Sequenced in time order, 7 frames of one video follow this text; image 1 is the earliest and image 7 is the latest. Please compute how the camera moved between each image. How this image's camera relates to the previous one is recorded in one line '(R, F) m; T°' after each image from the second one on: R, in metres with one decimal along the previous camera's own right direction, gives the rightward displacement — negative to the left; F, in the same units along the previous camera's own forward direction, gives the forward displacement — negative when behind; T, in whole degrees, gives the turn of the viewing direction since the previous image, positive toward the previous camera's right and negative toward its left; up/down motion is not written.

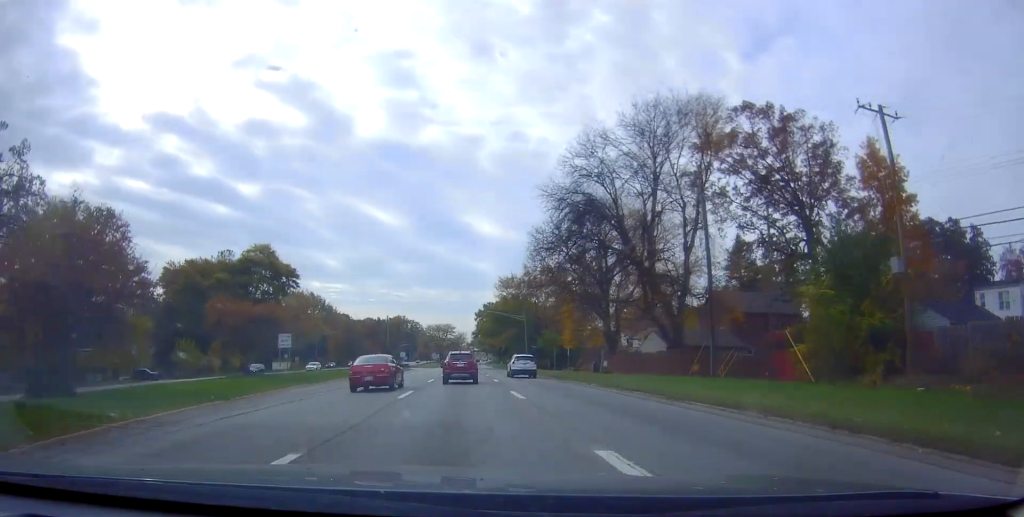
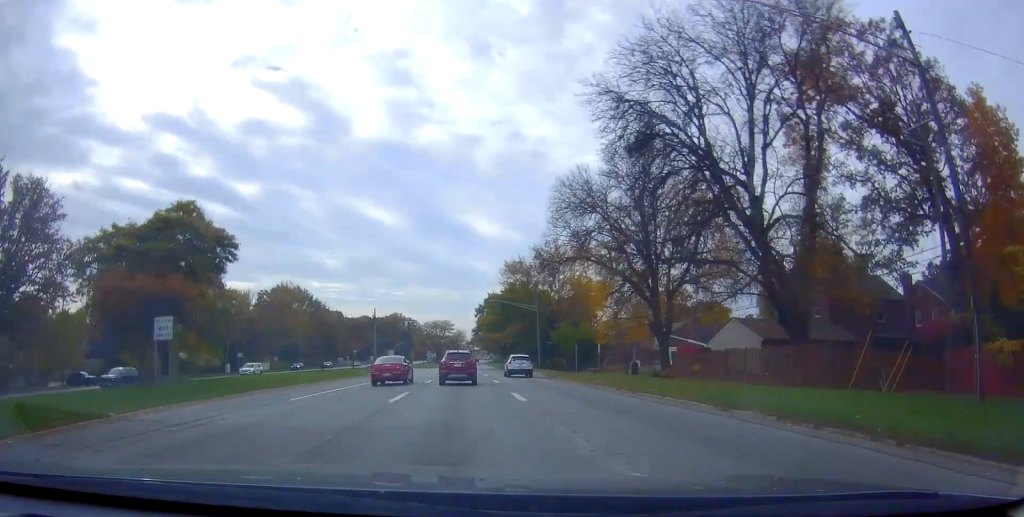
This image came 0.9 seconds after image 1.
(+0.2, +16.3) m; +1°
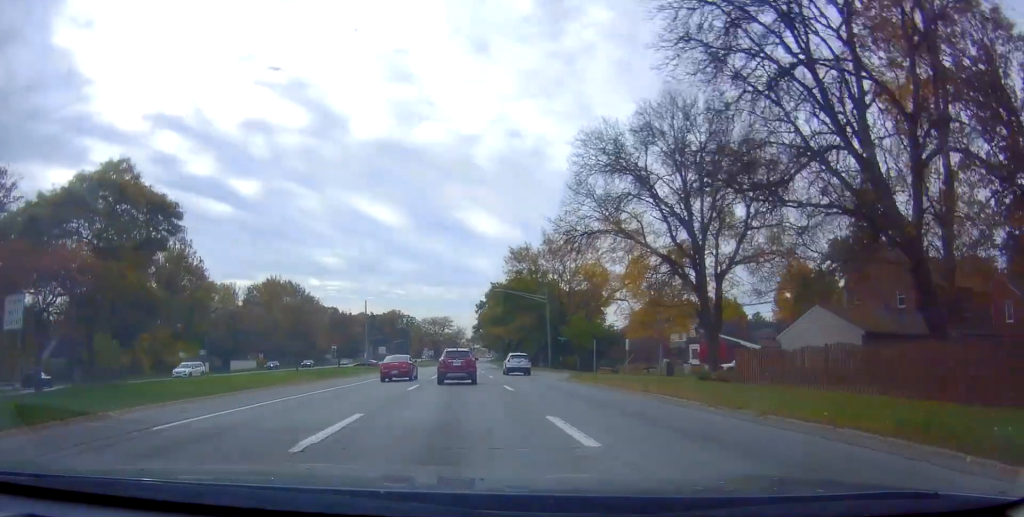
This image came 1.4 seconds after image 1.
(-0.2, +9.4) m; 0°
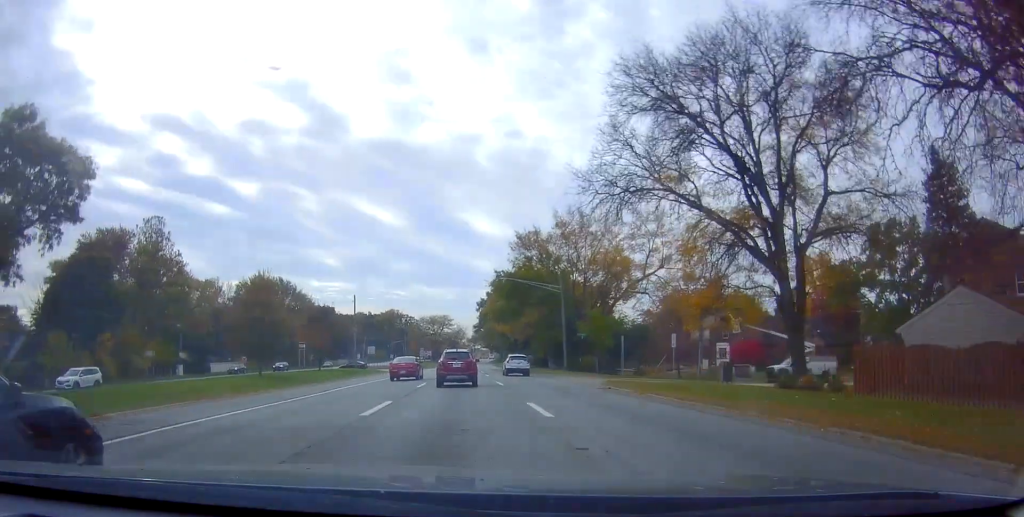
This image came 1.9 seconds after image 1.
(+0.1, +9.9) m; +1°
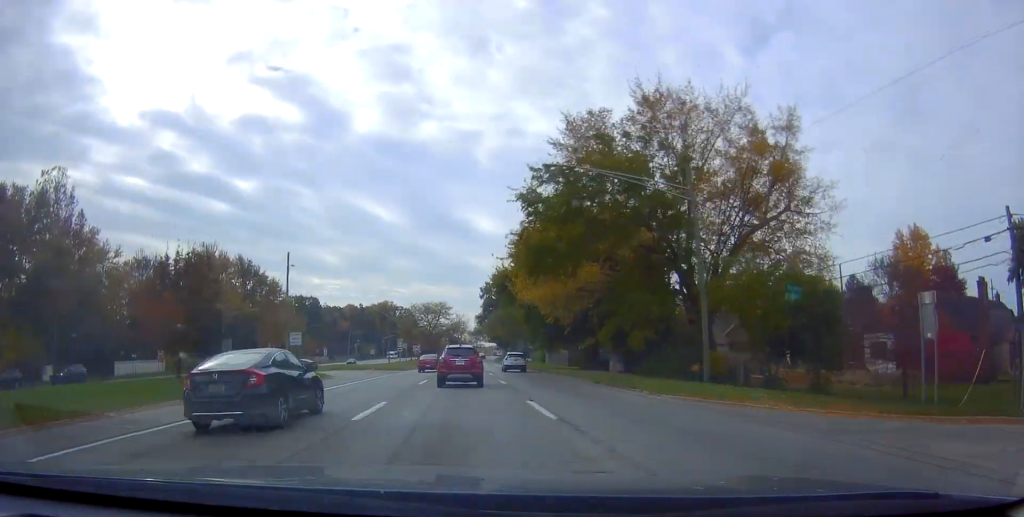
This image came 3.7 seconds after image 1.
(+0.4, +33.6) m; +1°
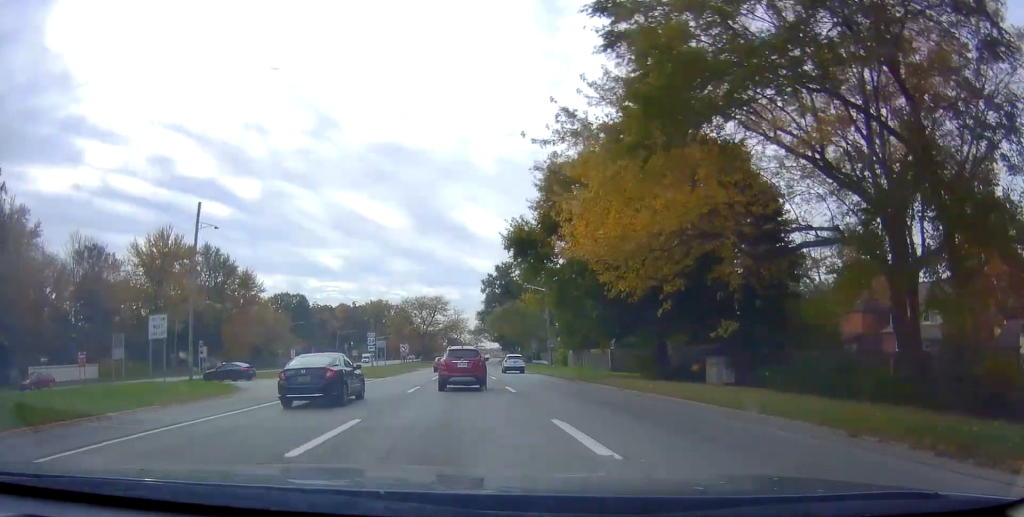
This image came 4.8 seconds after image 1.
(0.0, +19.8) m; -1°
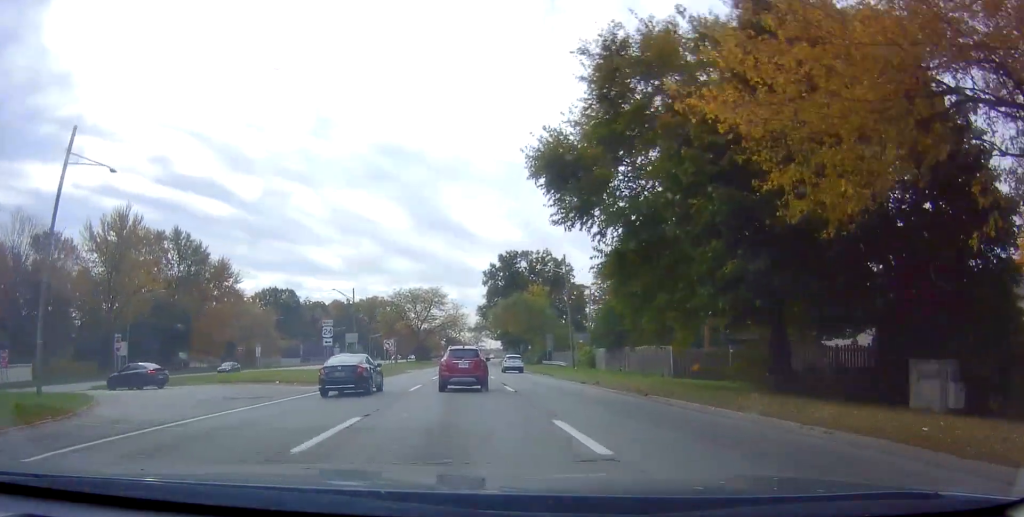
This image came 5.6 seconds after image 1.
(0.0, +14.5) m; -2°
